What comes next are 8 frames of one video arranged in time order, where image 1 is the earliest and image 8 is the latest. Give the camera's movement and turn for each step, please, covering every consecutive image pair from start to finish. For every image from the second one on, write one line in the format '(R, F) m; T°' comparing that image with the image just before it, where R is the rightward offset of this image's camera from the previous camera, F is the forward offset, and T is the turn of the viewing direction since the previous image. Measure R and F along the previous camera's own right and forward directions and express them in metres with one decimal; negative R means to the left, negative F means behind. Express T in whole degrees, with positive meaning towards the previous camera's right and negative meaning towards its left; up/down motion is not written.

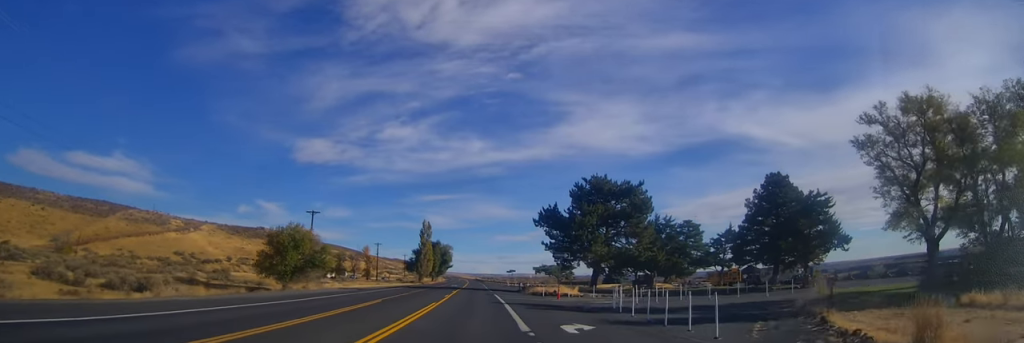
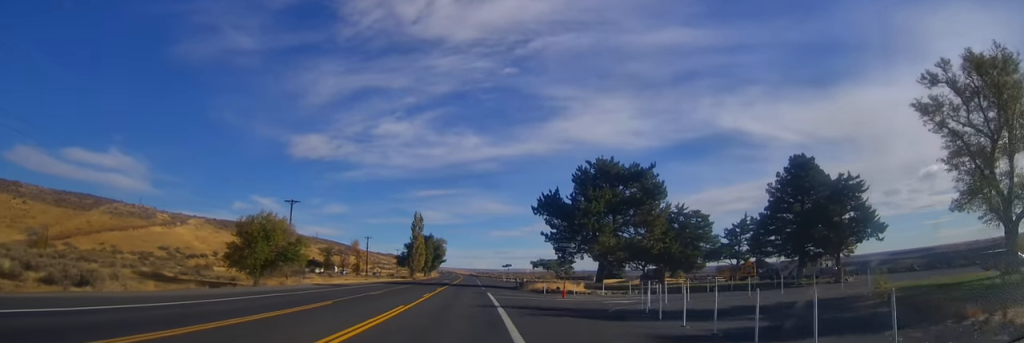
(+0.4, +8.6) m; -1°
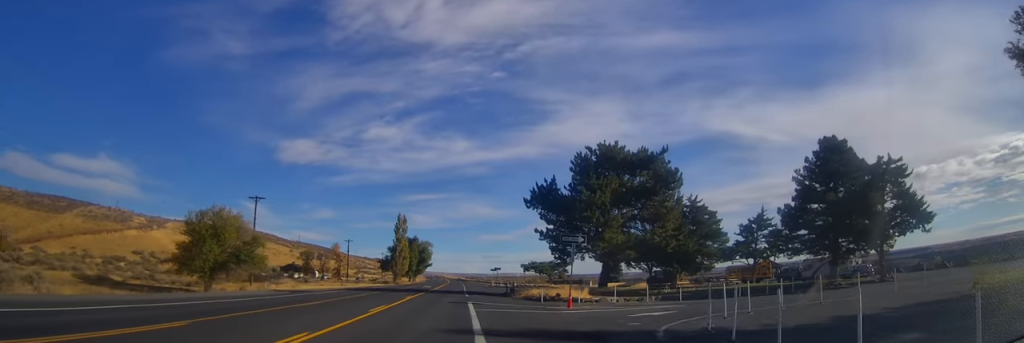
(-0.8, +10.6) m; -1°
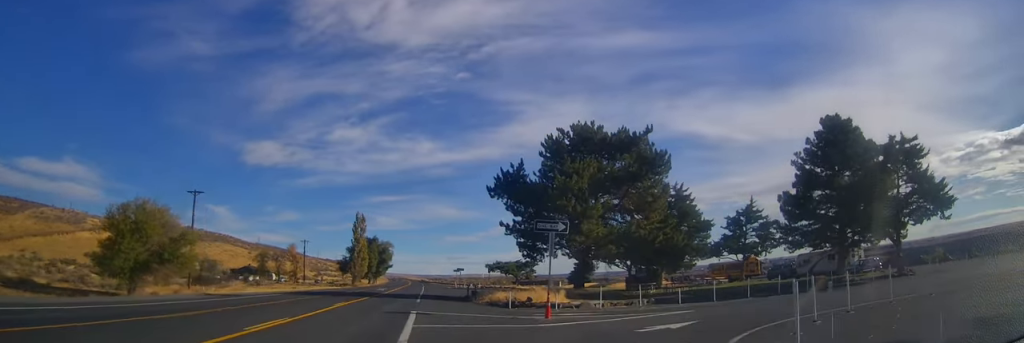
(+0.6, +8.4) m; +6°
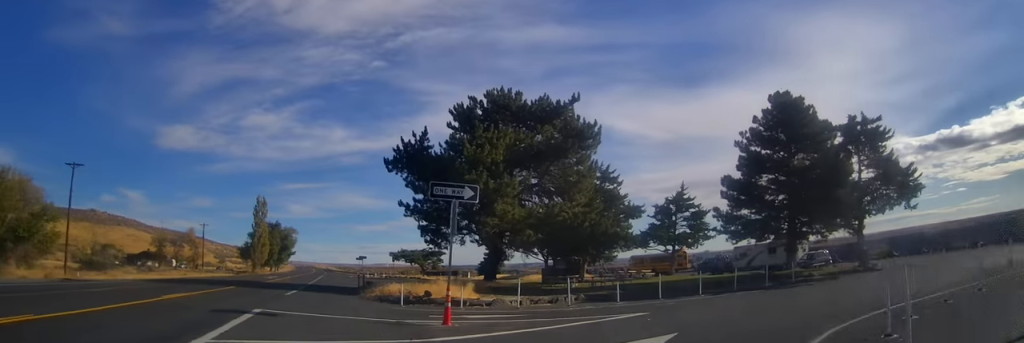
(+0.5, +7.6) m; +6°
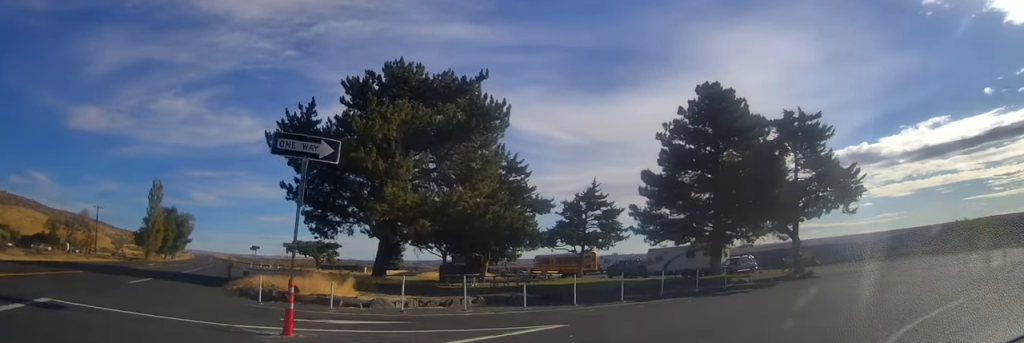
(+0.2, +4.8) m; +8°
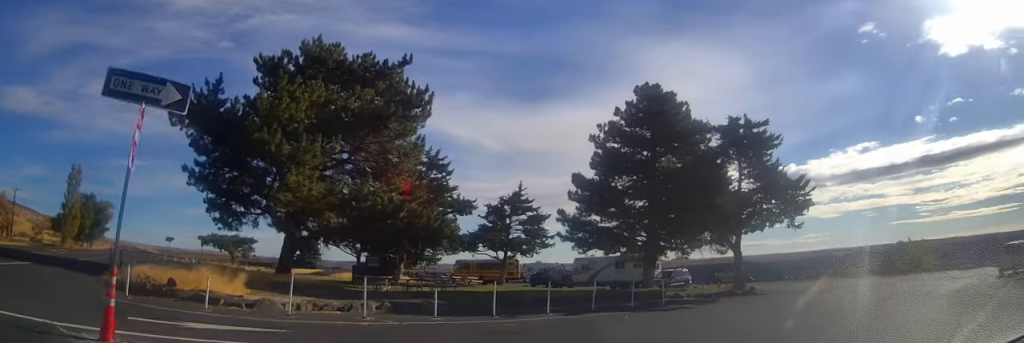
(-0.1, +3.1) m; +7°
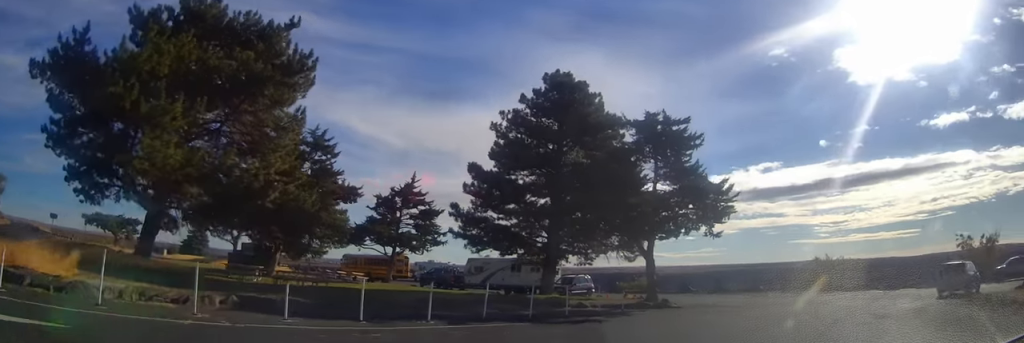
(+0.5, +3.5) m; +13°
